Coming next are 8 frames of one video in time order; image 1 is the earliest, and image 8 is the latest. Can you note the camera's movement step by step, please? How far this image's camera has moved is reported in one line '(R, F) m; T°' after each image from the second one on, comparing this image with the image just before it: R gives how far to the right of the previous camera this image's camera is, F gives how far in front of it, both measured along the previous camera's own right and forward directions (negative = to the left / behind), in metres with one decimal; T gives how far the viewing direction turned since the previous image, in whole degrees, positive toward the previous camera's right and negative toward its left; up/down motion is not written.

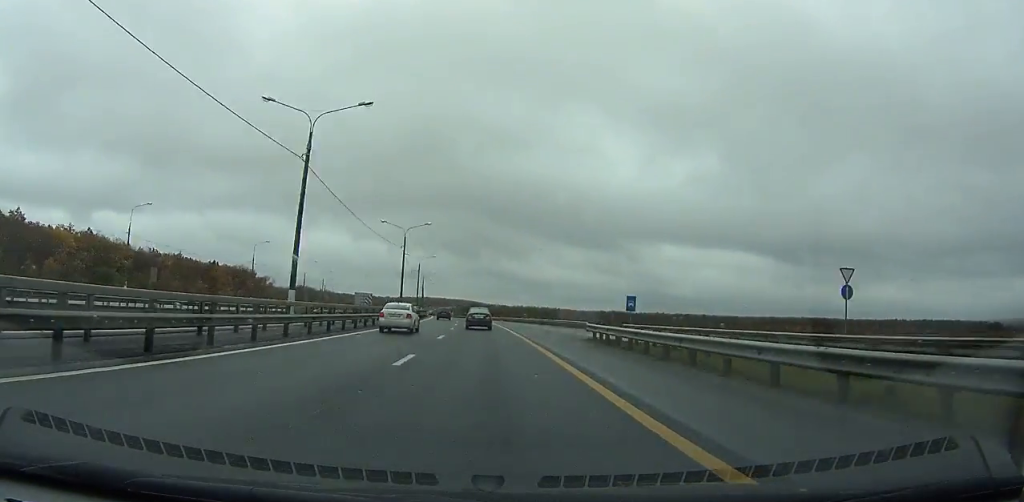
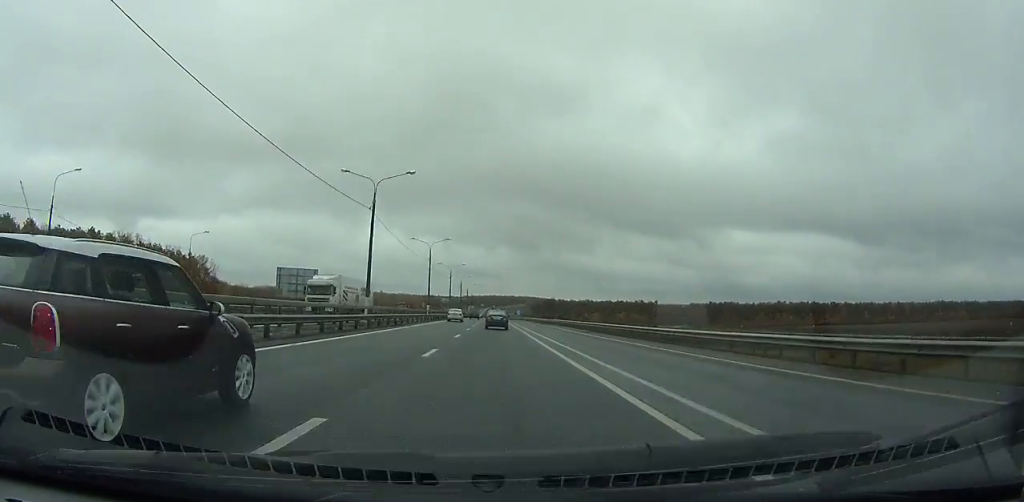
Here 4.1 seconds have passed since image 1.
(-7.6, +128.5) m; -6°
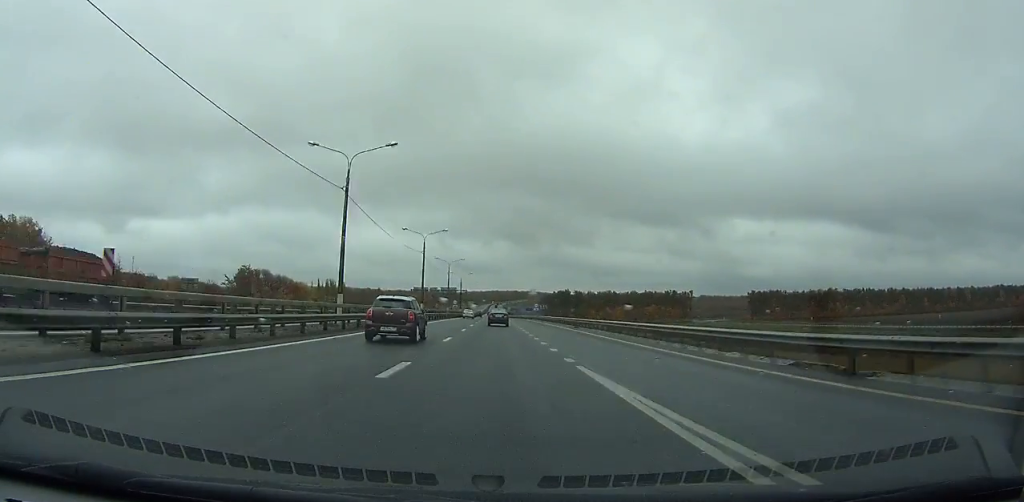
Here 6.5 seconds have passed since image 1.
(-2.0, +75.8) m; -2°
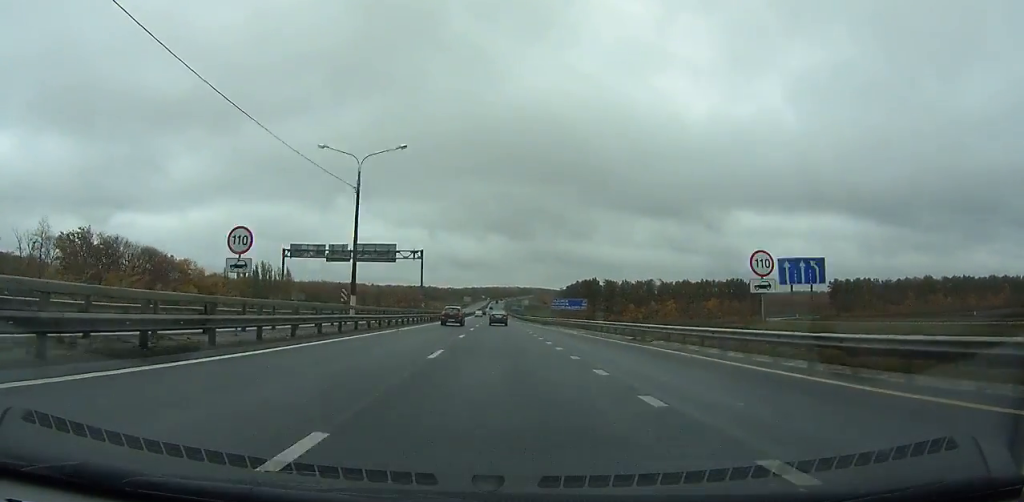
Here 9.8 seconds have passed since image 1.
(-1.2, +105.3) m; -1°
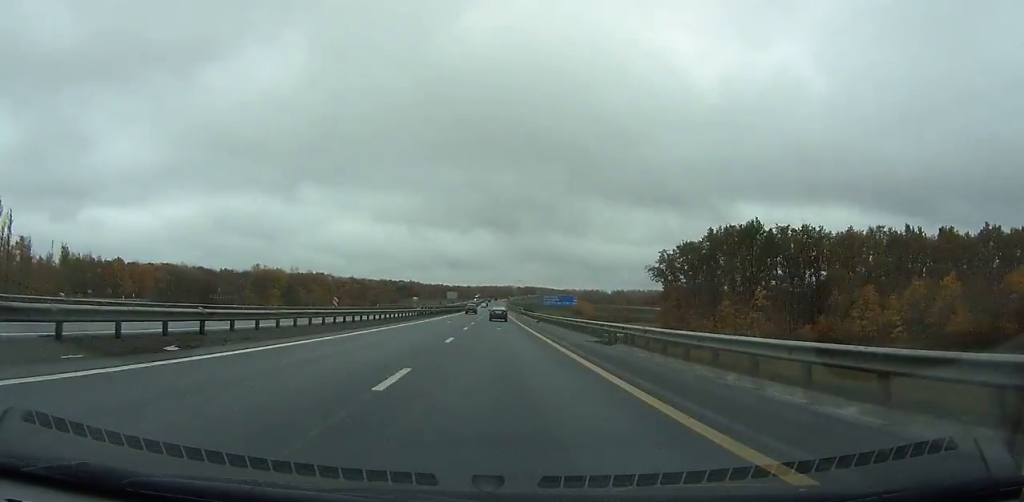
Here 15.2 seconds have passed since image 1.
(+0.7, +177.1) m; 0°
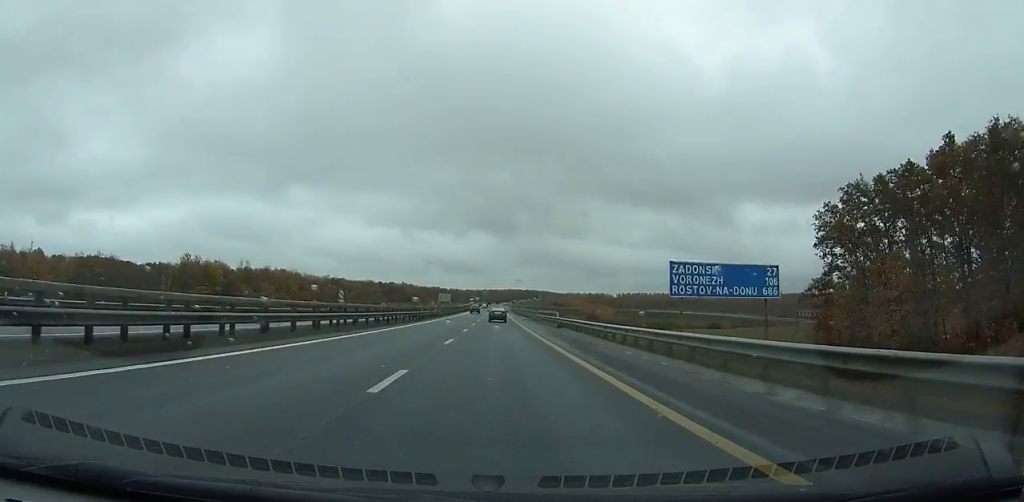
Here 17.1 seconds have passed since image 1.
(+0.1, +63.2) m; 0°
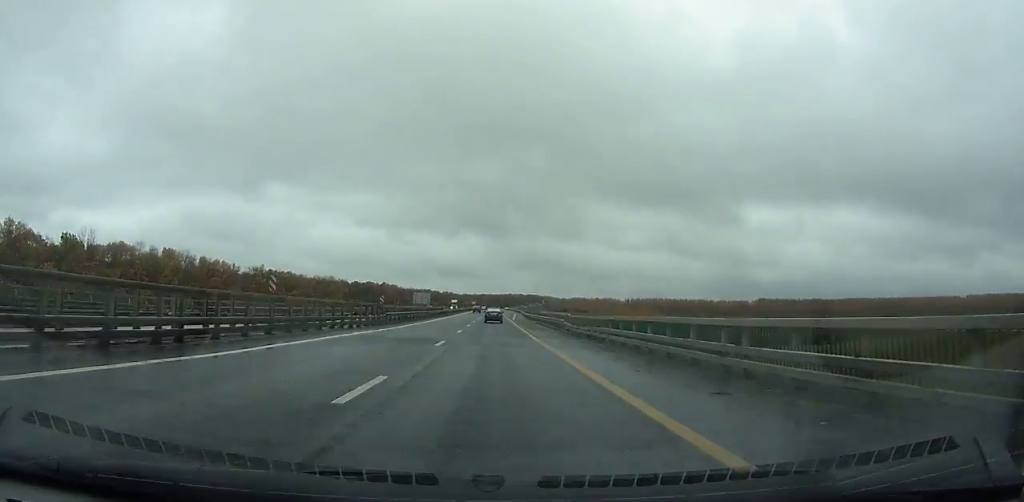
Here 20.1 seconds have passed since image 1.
(+0.1, +98.3) m; 0°
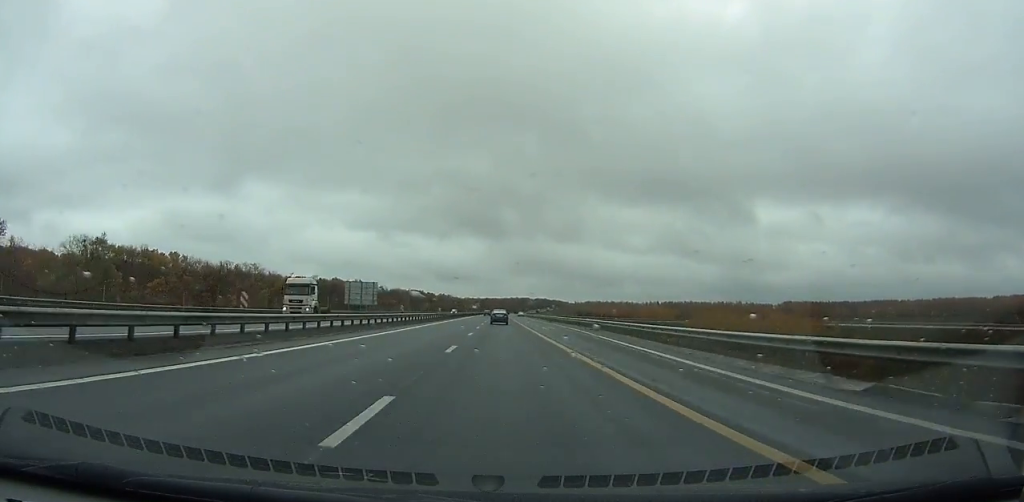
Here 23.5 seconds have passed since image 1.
(-0.1, +105.9) m; 0°
